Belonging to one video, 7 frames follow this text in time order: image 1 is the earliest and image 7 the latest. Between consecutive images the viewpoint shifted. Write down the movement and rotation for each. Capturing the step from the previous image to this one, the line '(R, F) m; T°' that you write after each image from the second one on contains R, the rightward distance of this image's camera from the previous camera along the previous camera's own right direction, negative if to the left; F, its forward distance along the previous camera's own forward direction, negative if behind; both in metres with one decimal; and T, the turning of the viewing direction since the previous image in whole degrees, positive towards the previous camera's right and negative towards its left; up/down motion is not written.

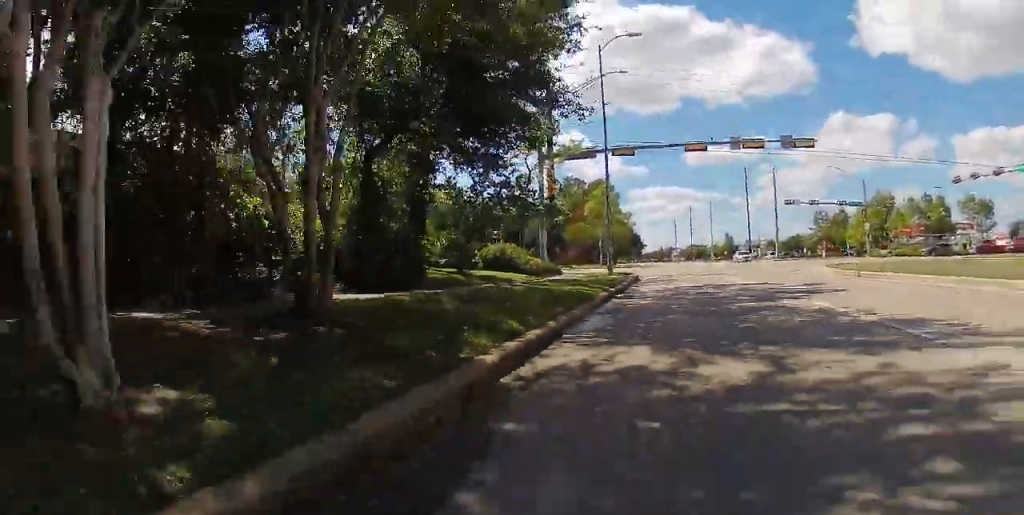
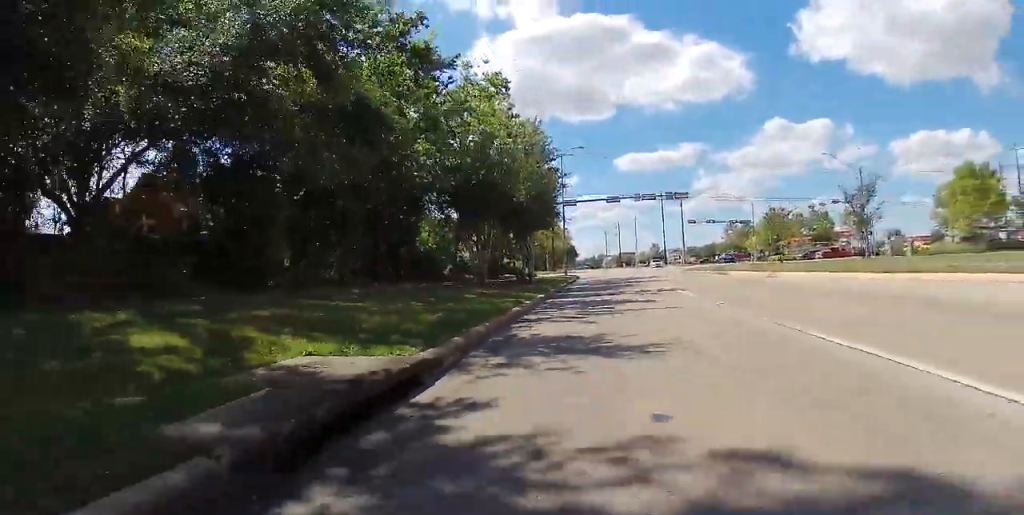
(-1.5, +21.4) m; -1°
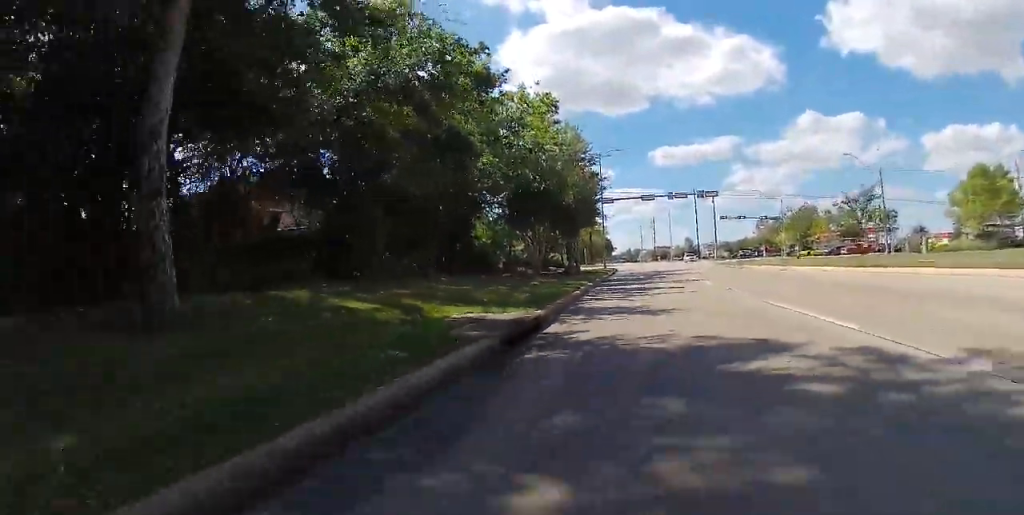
(+0.1, +3.7) m; +1°
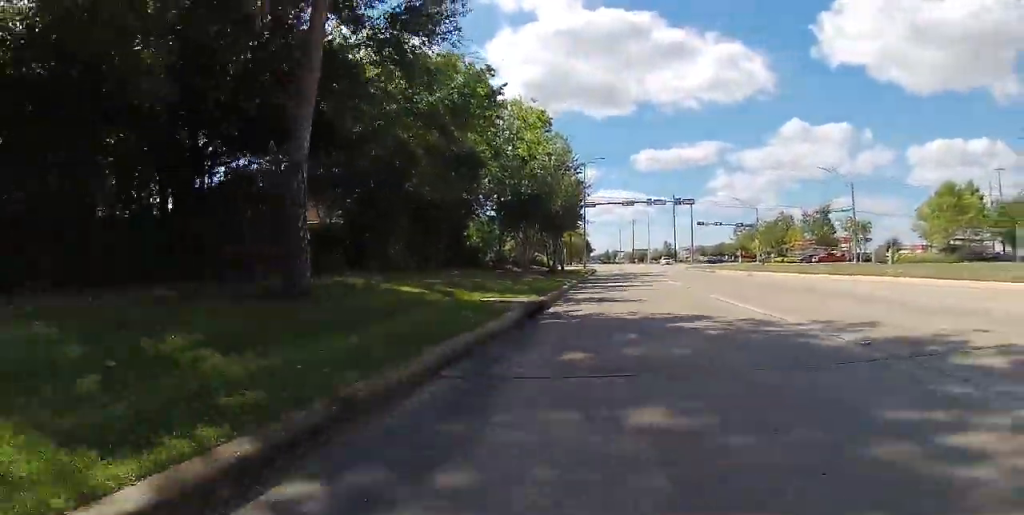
(-0.2, +3.2) m; 0°
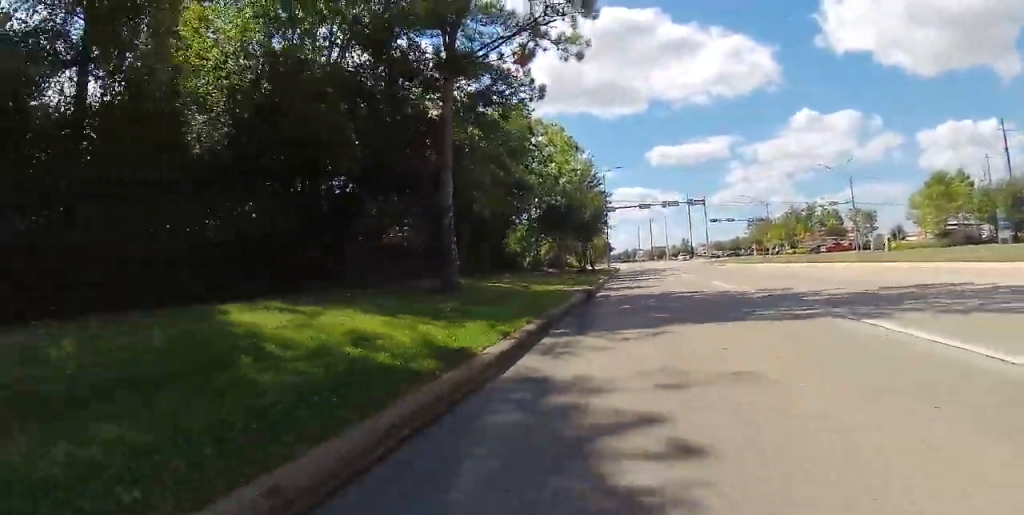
(+0.1, +5.7) m; 0°
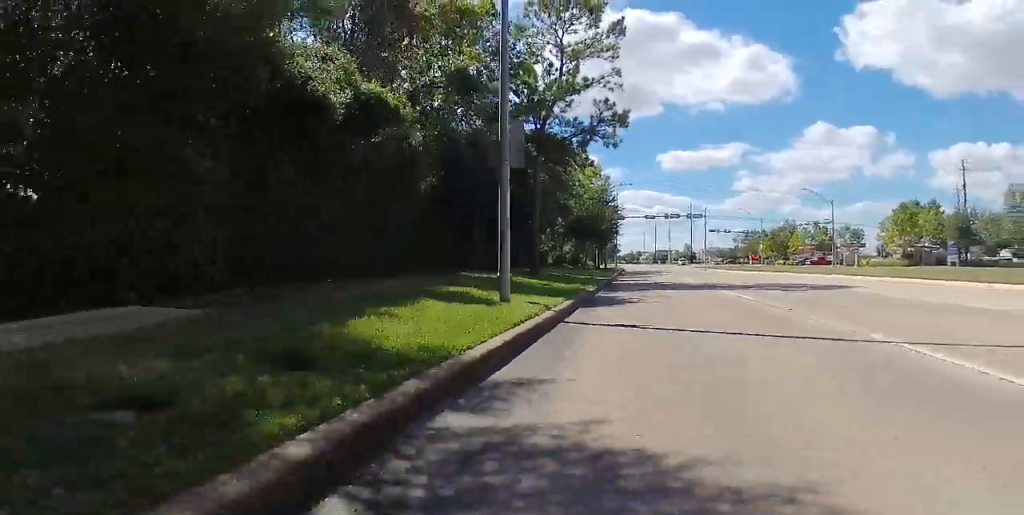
(-0.2, +10.9) m; -4°
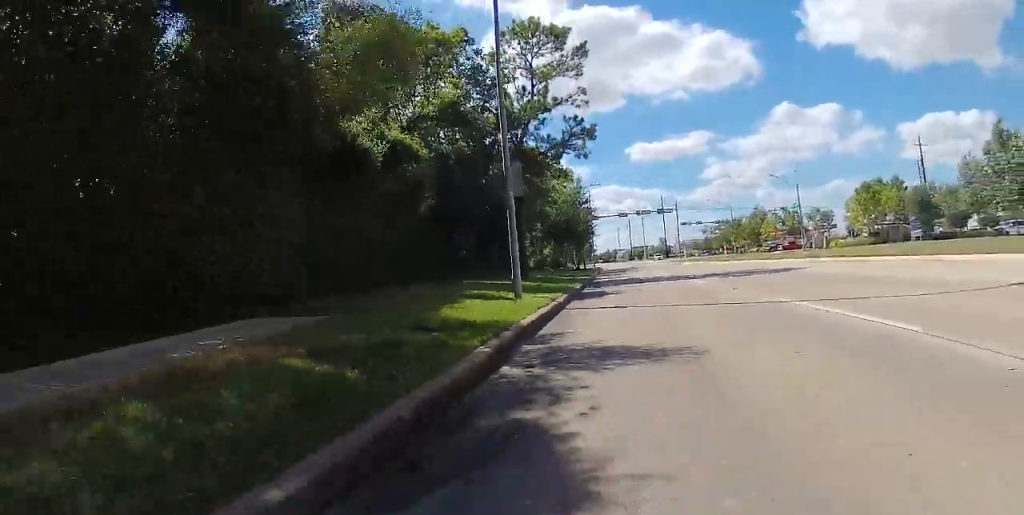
(0.0, +3.2) m; 0°
